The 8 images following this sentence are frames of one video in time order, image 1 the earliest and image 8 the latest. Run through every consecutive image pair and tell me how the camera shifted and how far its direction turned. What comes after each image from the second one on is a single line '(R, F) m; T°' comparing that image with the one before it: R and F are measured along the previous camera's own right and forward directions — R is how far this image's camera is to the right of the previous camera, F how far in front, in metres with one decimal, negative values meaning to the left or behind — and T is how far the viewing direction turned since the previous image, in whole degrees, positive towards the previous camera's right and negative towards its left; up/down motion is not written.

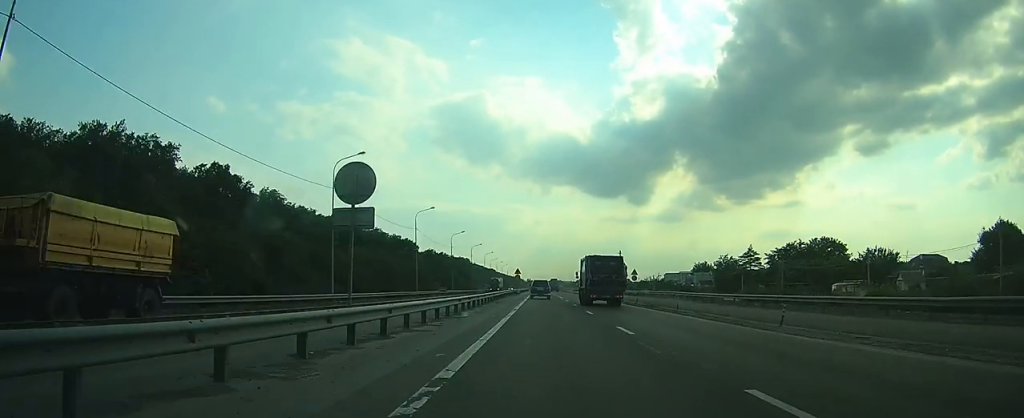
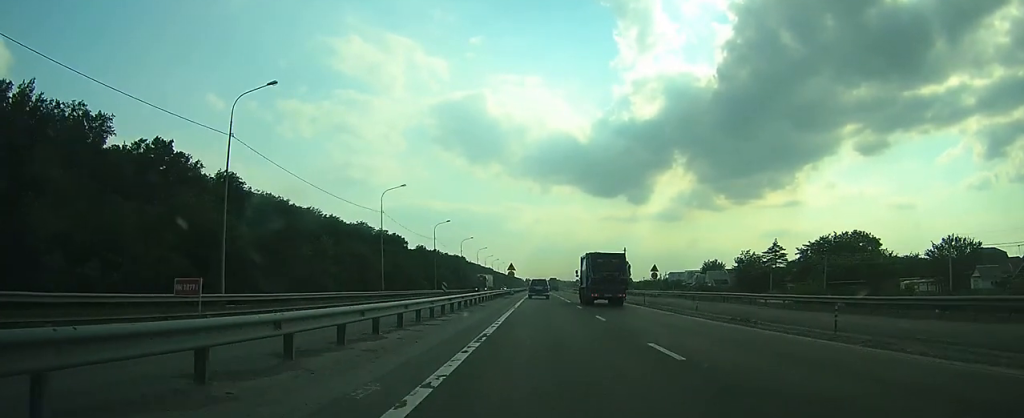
(0.0, +17.6) m; 0°
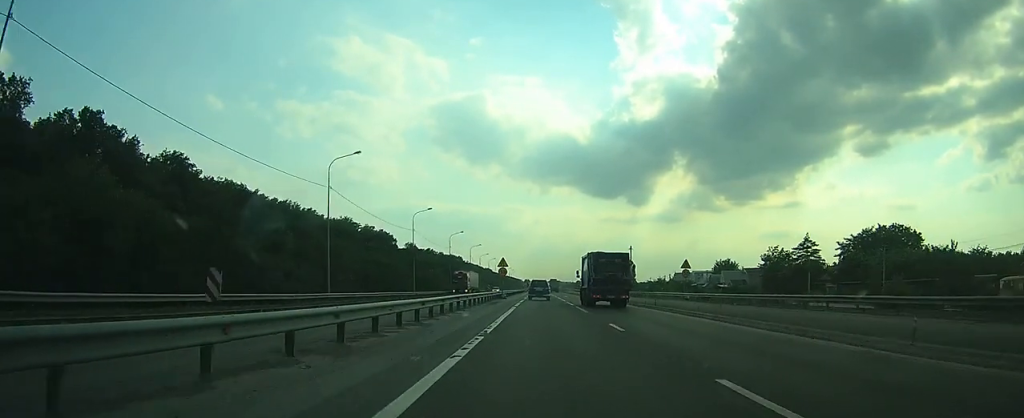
(0.0, +17.0) m; 0°
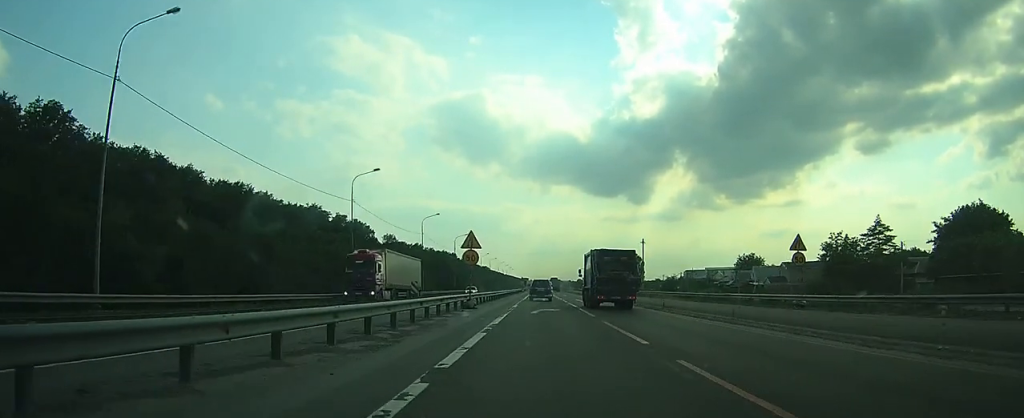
(+0.1, +27.4) m; 0°
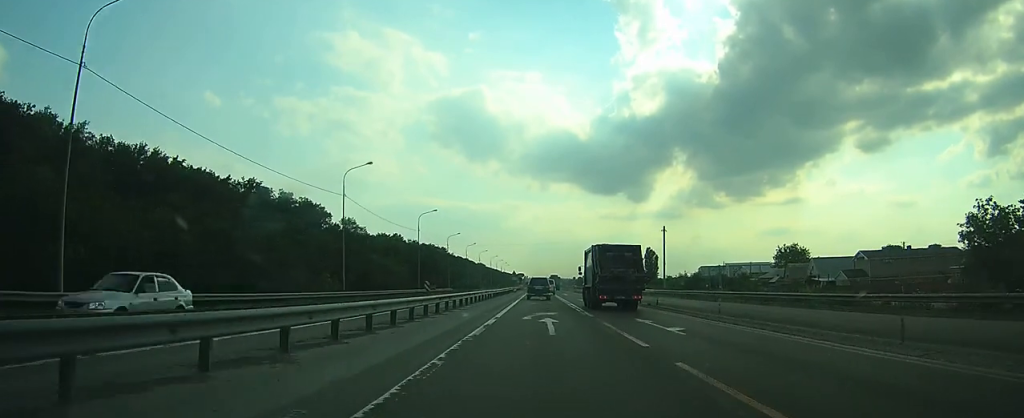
(-0.2, +37.1) m; -1°
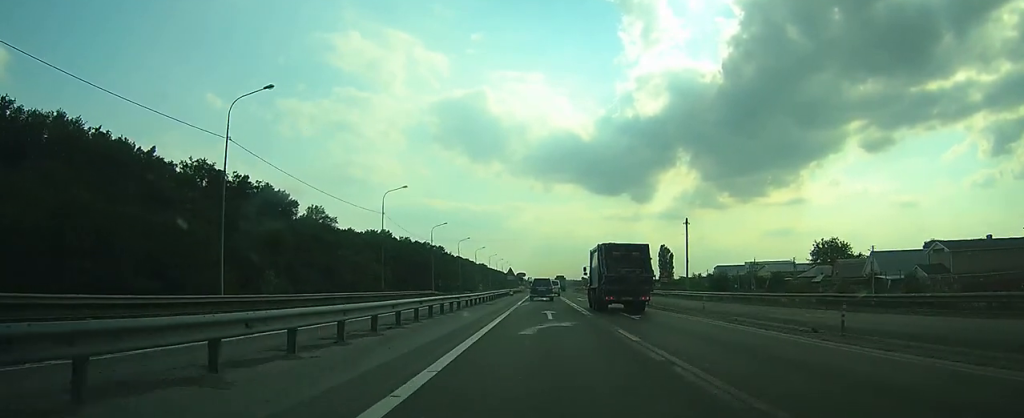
(-0.3, +22.7) m; 0°
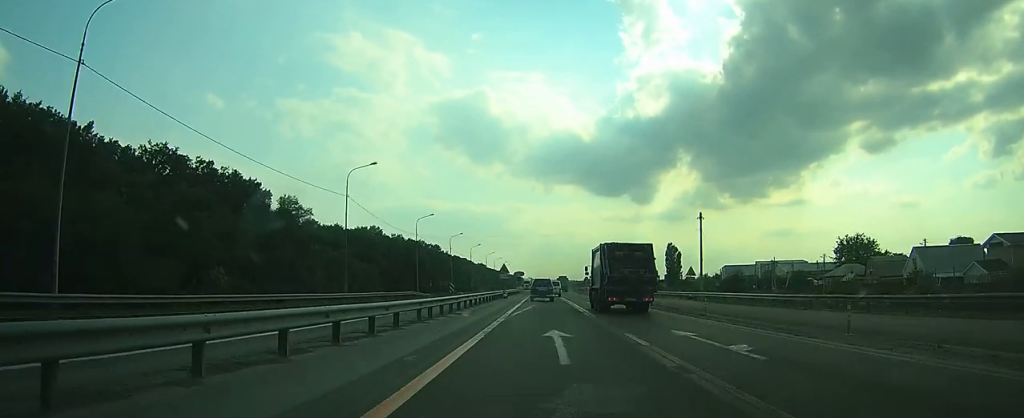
(0.0, +13.0) m; +1°
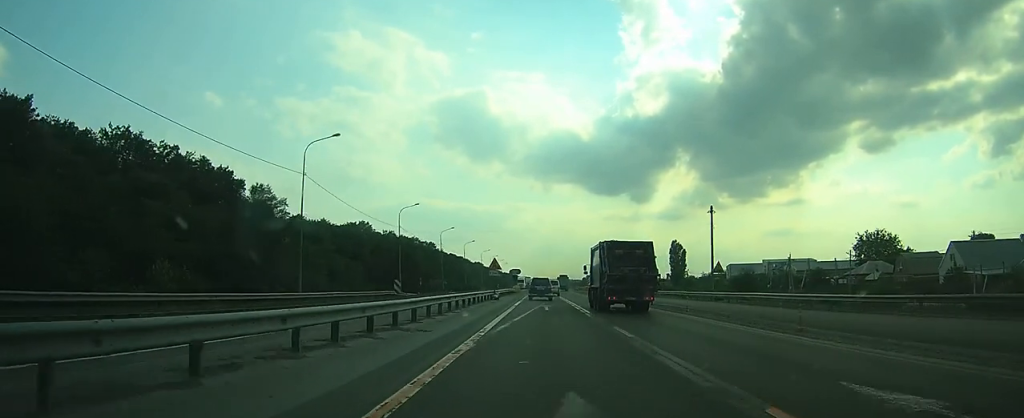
(+0.1, +10.1) m; +1°
